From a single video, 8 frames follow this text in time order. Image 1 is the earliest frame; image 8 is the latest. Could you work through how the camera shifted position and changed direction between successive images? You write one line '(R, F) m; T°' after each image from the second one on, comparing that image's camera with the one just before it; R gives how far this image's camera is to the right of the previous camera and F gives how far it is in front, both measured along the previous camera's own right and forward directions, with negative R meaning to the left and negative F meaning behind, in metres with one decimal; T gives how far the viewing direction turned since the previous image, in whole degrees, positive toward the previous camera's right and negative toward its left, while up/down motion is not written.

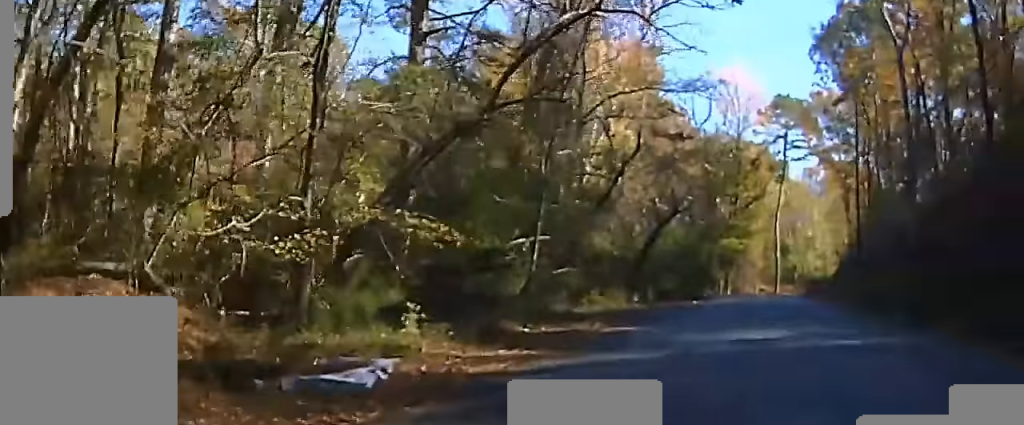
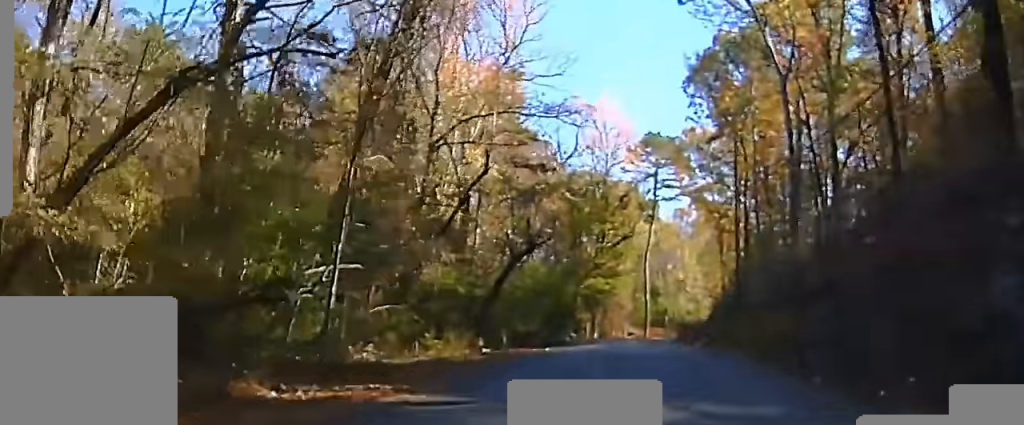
(0.0, +3.4) m; +1°
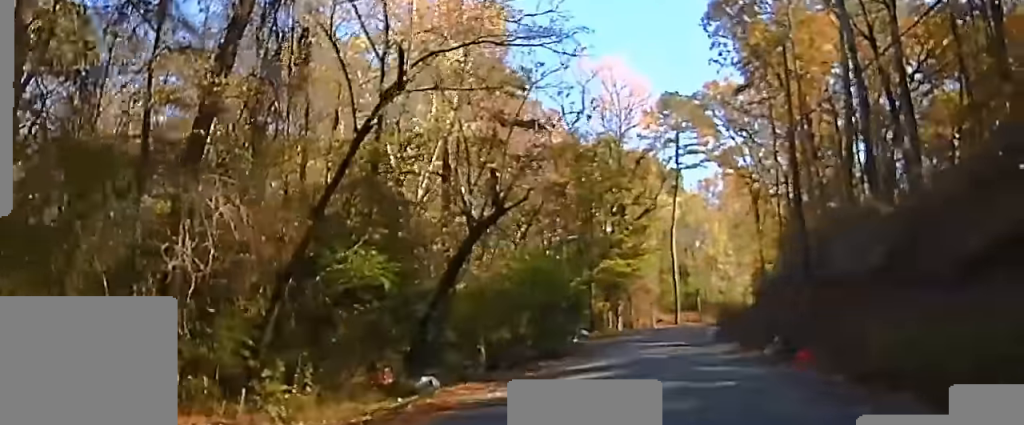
(+0.3, +12.5) m; +2°
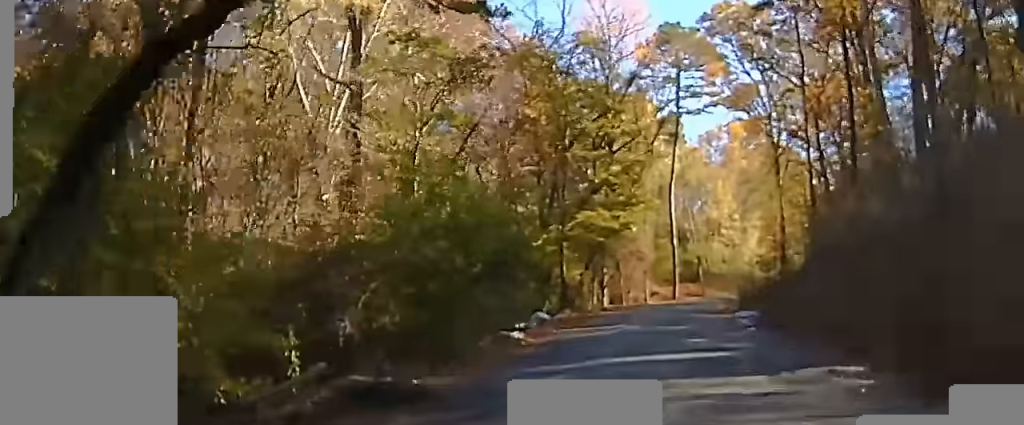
(+0.2, +18.9) m; +1°
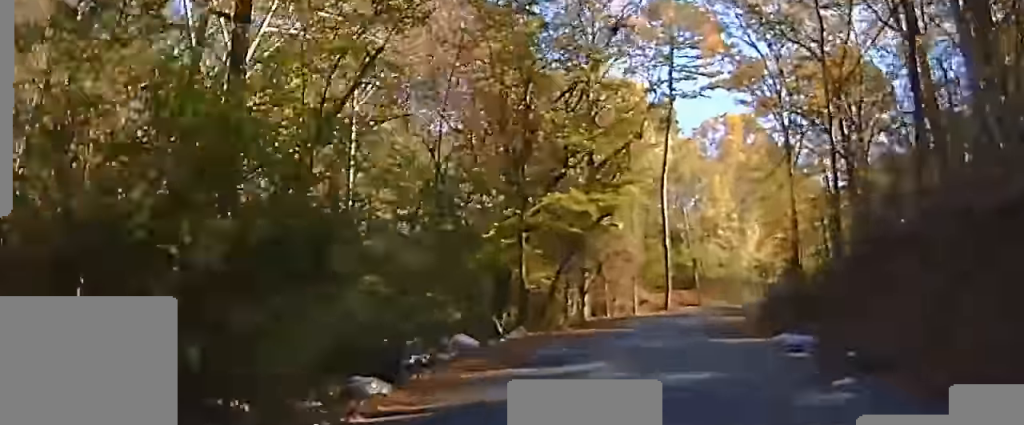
(0.0, +13.0) m; +1°
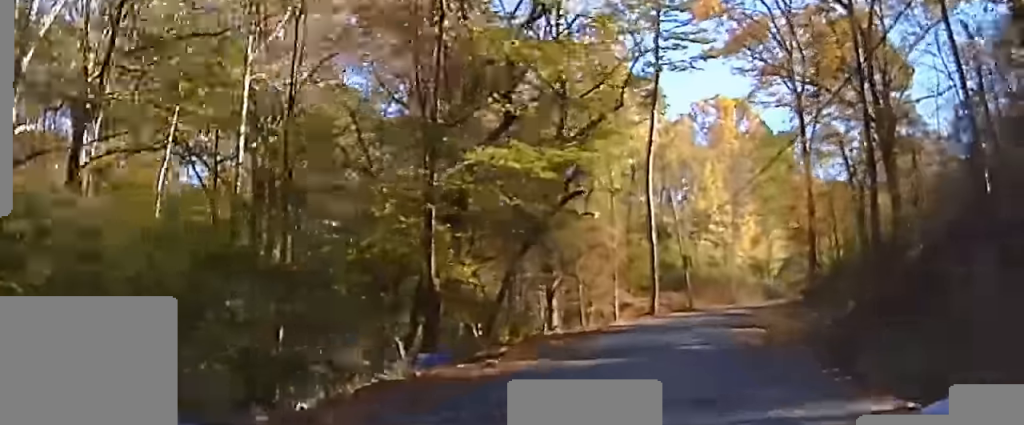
(0.0, +11.7) m; +1°
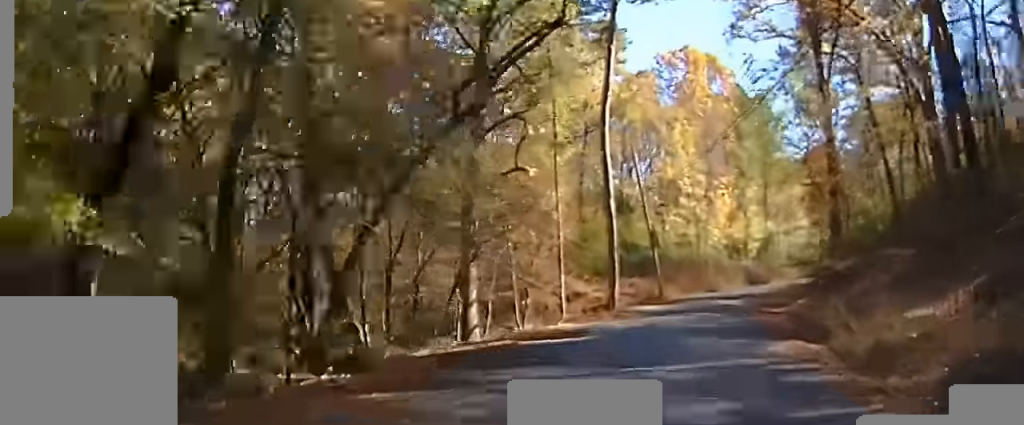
(+0.1, +13.4) m; +1°
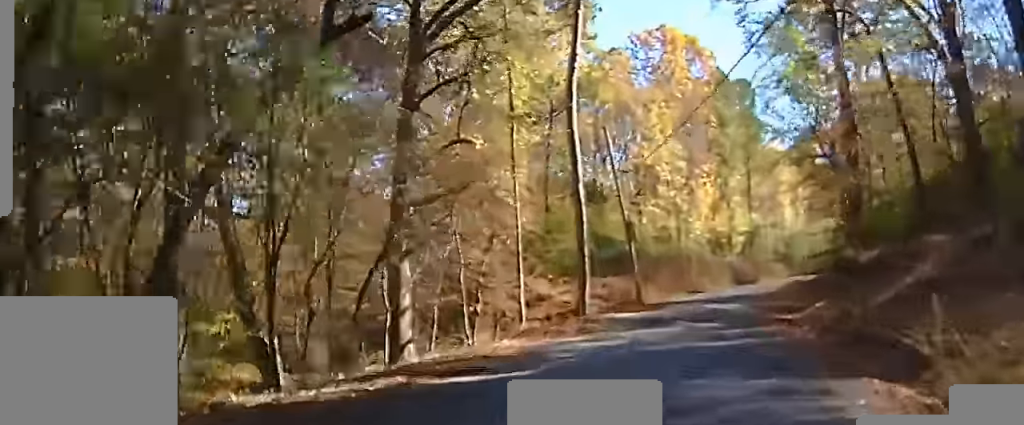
(0.0, +7.5) m; +1°
